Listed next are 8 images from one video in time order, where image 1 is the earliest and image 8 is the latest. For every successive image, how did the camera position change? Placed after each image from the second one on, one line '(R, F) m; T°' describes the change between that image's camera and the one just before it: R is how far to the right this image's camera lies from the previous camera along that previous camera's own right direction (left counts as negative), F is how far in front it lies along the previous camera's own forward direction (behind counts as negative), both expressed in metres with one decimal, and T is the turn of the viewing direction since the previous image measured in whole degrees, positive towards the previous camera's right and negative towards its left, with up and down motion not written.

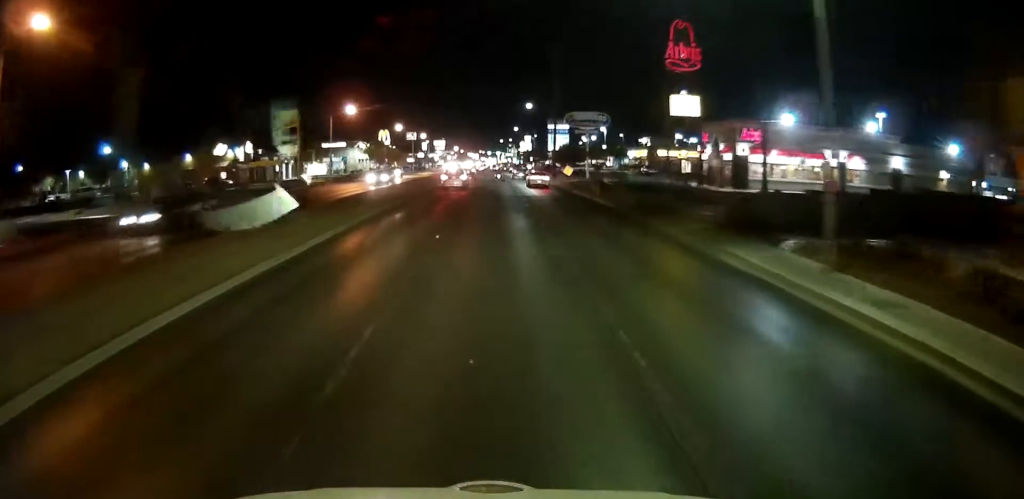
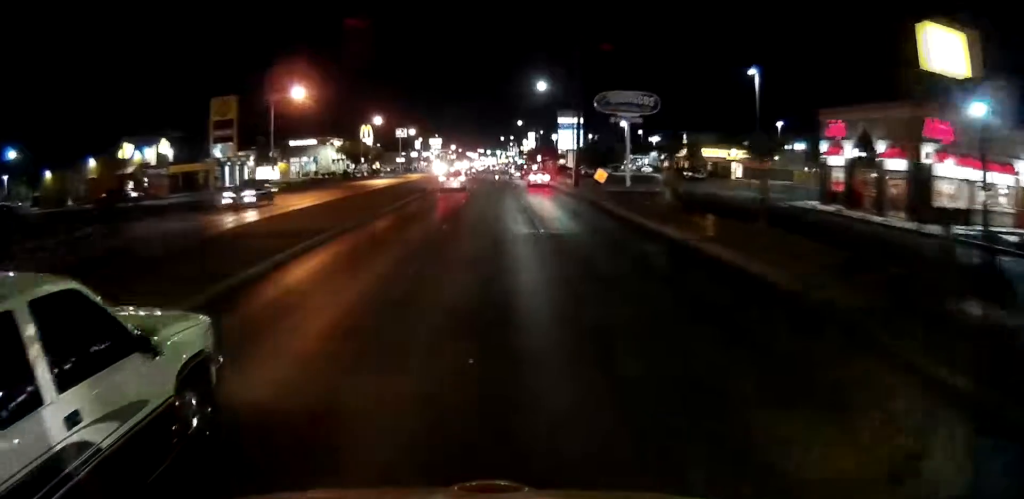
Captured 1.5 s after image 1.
(-0.1, +22.9) m; -2°
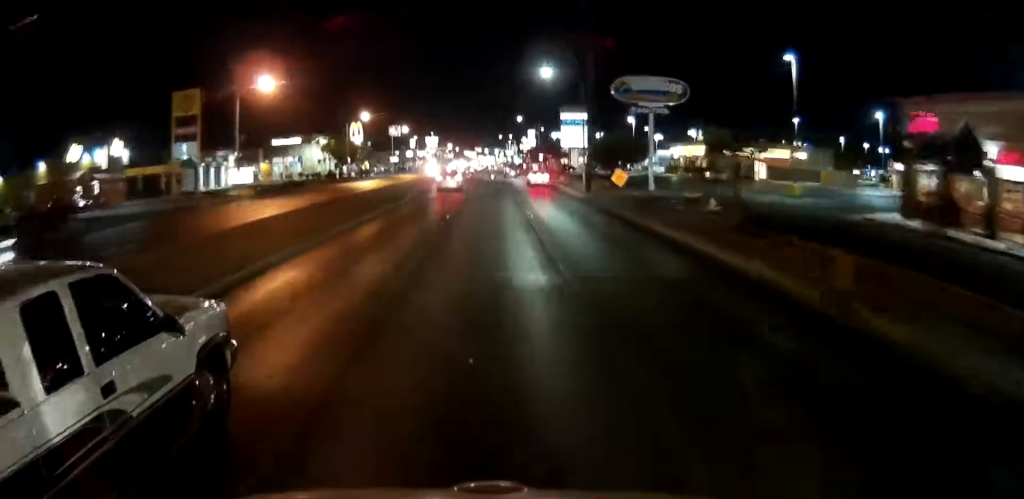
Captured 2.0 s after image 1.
(-0.1, +8.6) m; -1°
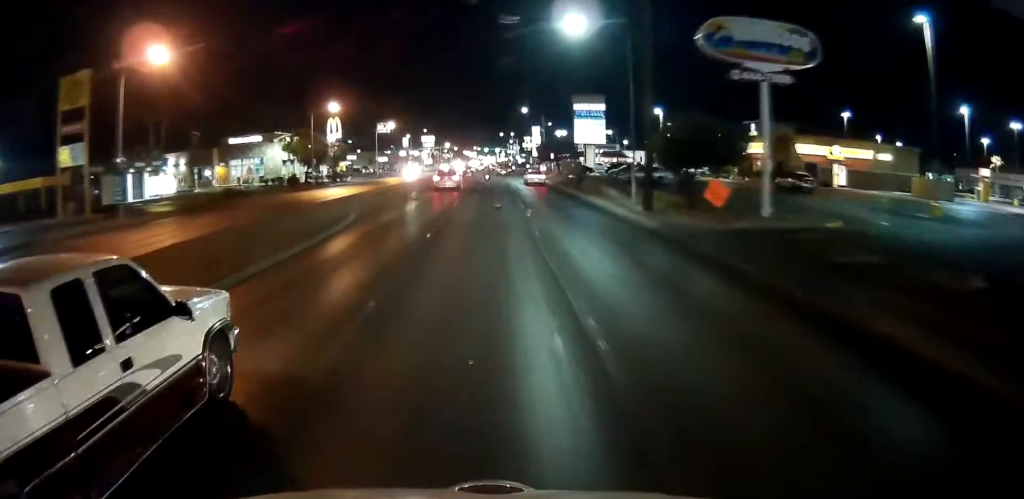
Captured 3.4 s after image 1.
(0.0, +20.0) m; 0°
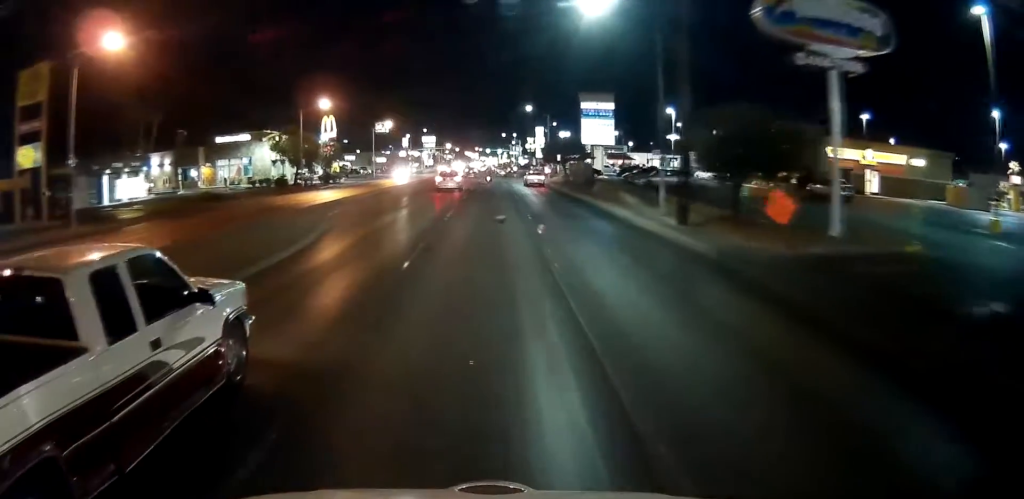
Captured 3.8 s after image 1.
(0.0, +6.0) m; 0°
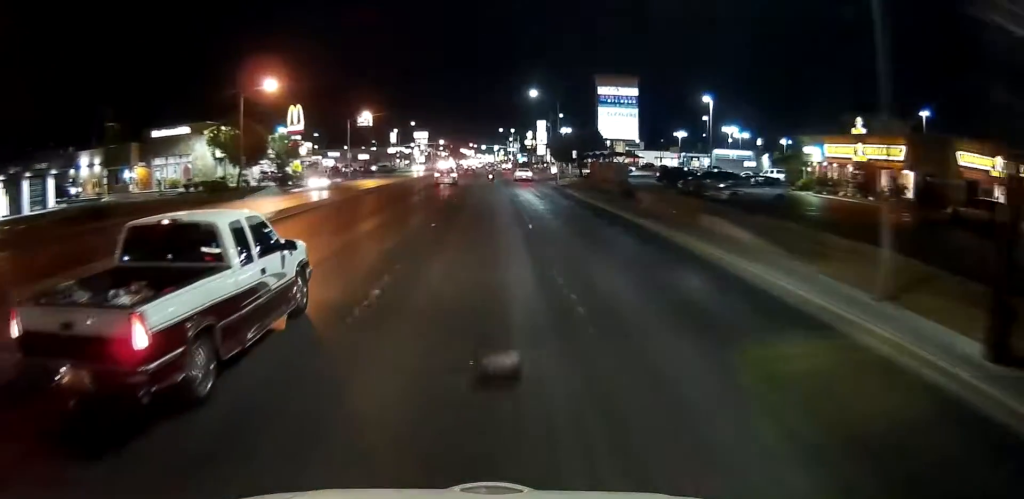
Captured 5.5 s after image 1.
(0.0, +20.6) m; 0°
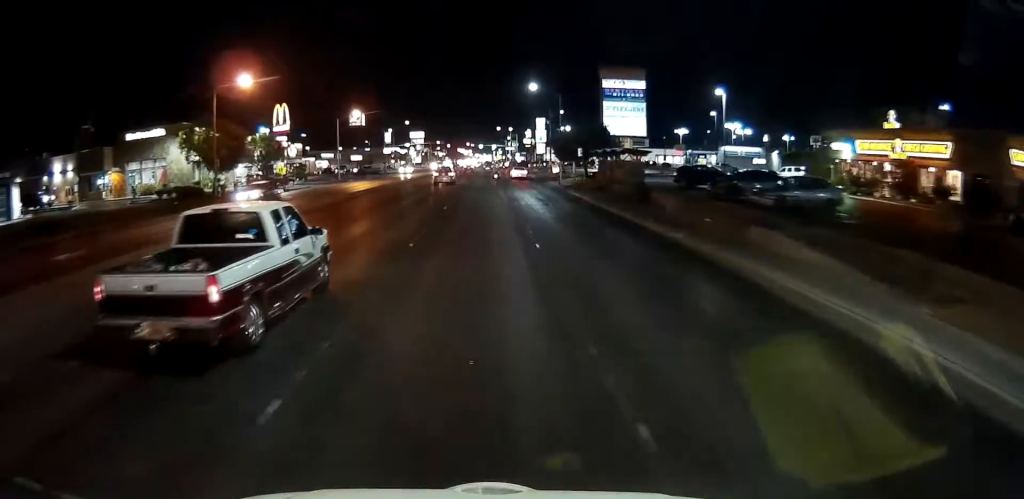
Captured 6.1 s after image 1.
(0.0, +6.5) m; 0°
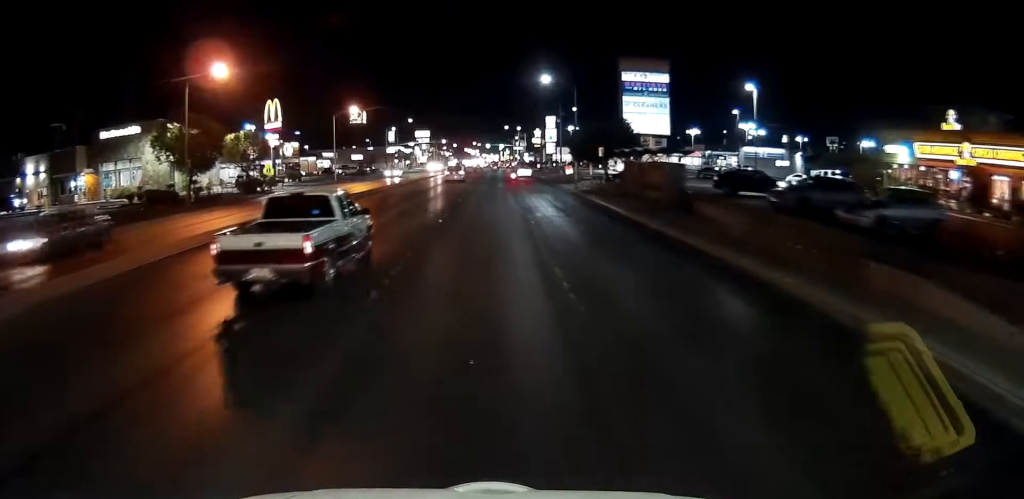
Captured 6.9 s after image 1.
(0.0, +8.3) m; 0°
